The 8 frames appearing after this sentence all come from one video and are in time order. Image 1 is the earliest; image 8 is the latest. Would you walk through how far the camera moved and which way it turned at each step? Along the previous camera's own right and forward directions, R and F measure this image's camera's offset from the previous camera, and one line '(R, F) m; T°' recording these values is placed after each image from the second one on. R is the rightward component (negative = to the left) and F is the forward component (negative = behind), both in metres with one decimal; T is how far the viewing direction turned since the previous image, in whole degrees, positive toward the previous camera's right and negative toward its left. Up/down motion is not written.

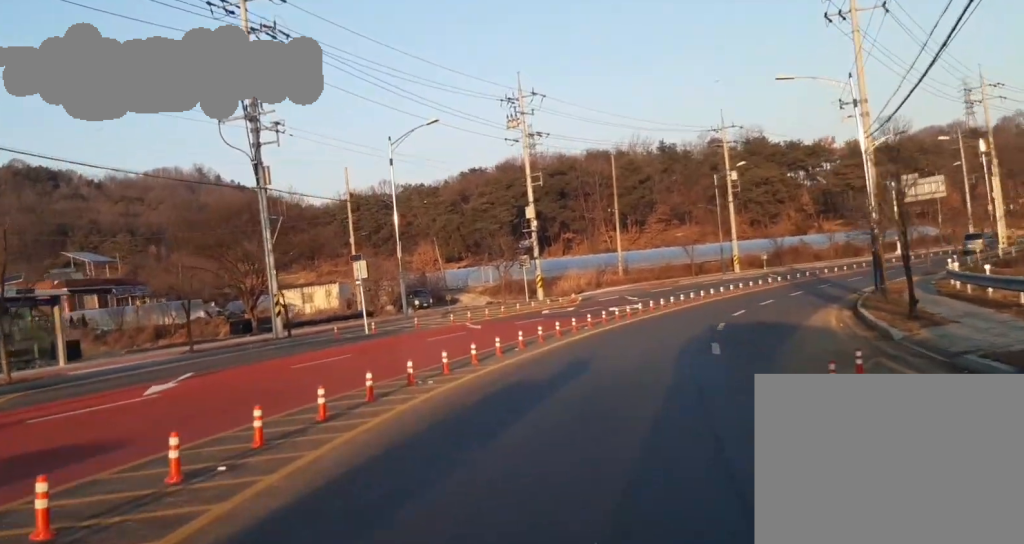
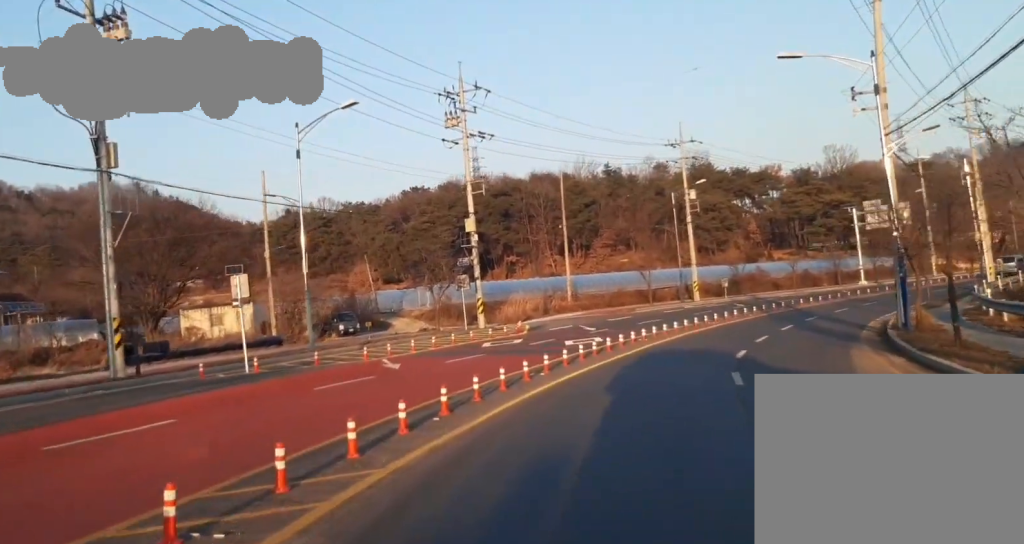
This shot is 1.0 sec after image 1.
(0.0, +9.3) m; +1°
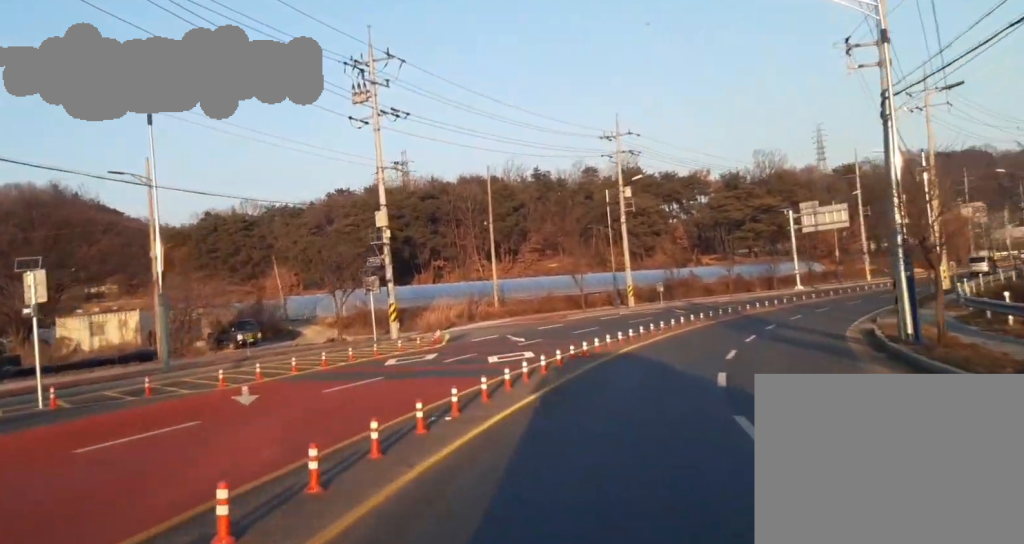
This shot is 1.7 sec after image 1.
(+0.1, +6.8) m; +7°
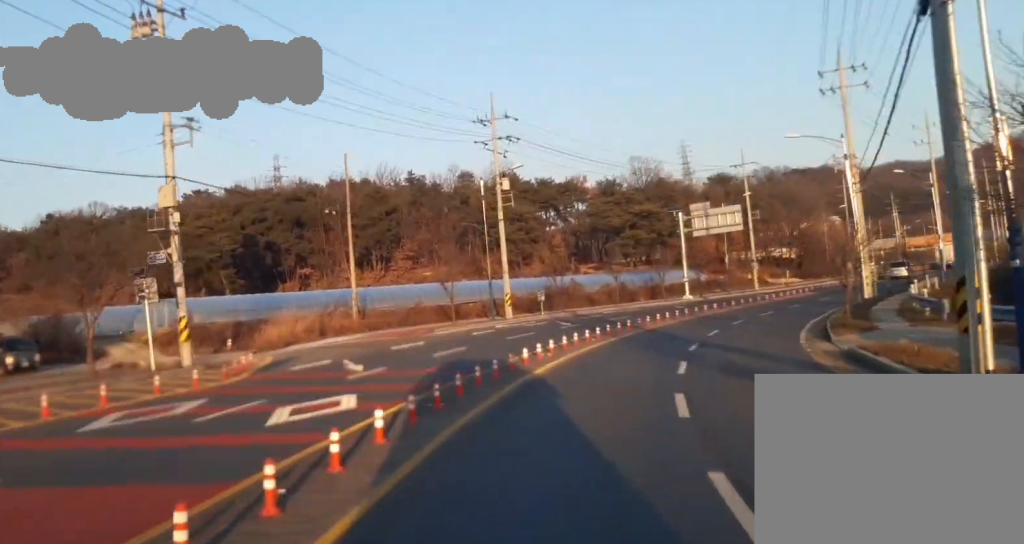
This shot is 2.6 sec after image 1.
(+1.1, +10.2) m; +8°
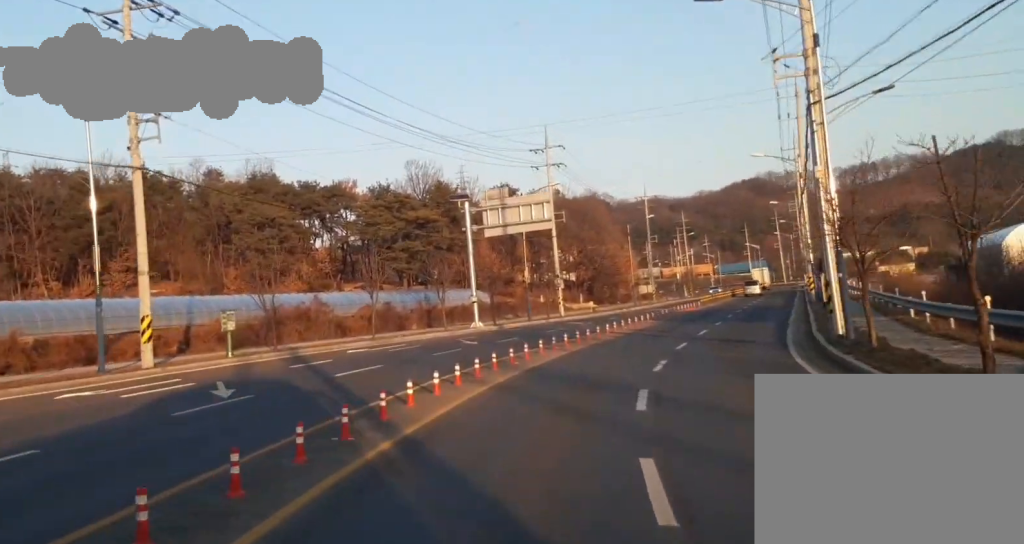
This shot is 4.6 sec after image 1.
(+1.8, +29.0) m; +8°
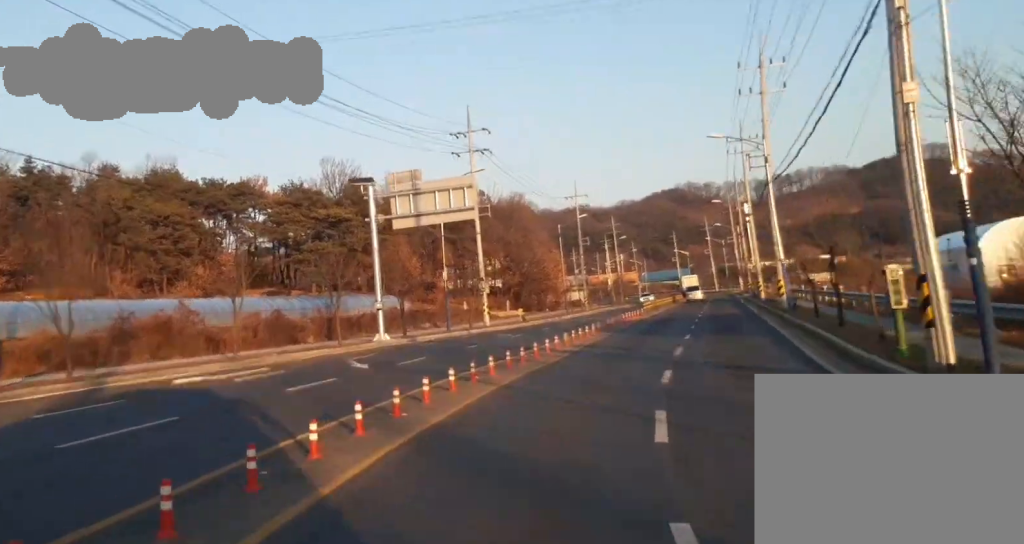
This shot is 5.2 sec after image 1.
(+0.2, +10.2) m; +5°
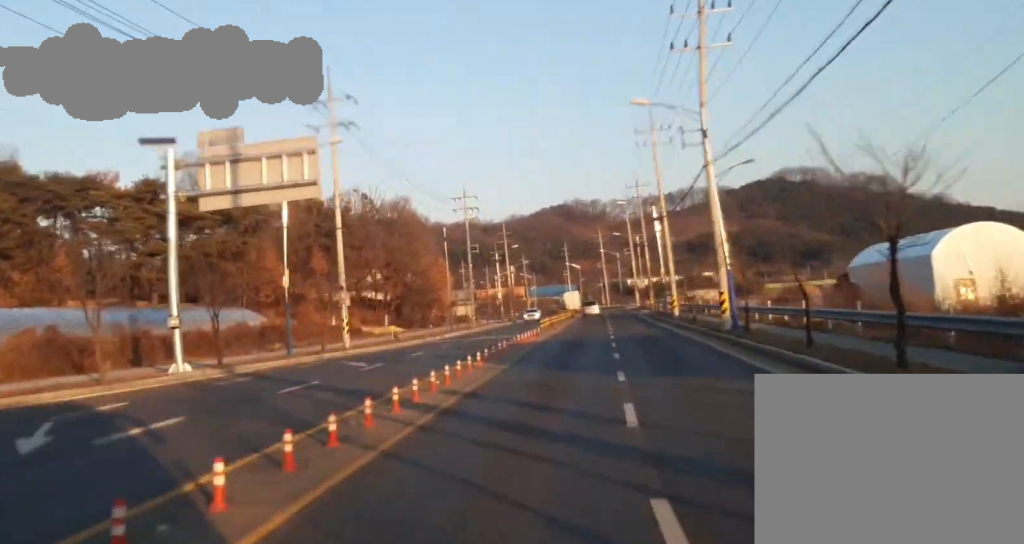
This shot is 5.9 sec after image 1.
(+0.8, +12.9) m; +7°
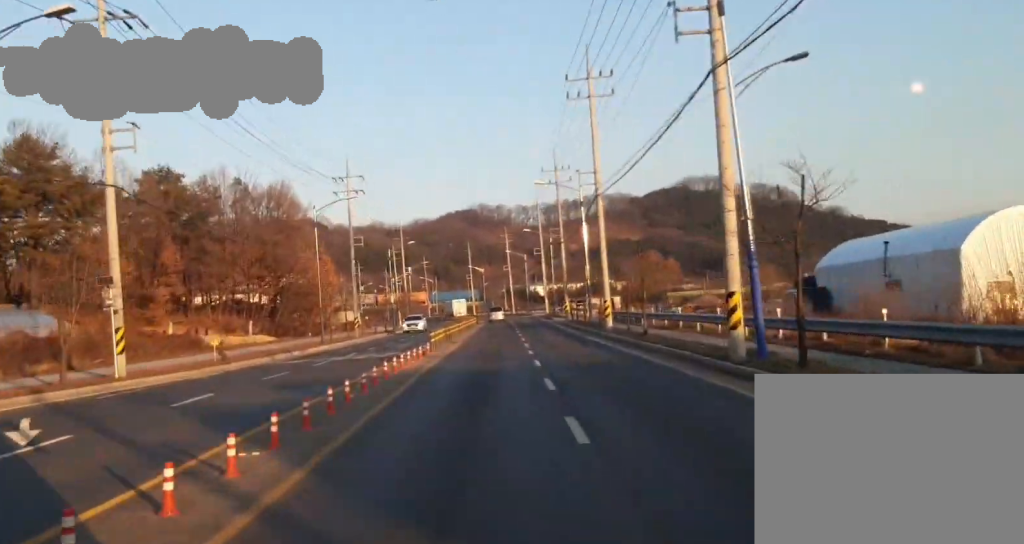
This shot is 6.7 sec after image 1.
(+1.0, +15.7) m; +4°
